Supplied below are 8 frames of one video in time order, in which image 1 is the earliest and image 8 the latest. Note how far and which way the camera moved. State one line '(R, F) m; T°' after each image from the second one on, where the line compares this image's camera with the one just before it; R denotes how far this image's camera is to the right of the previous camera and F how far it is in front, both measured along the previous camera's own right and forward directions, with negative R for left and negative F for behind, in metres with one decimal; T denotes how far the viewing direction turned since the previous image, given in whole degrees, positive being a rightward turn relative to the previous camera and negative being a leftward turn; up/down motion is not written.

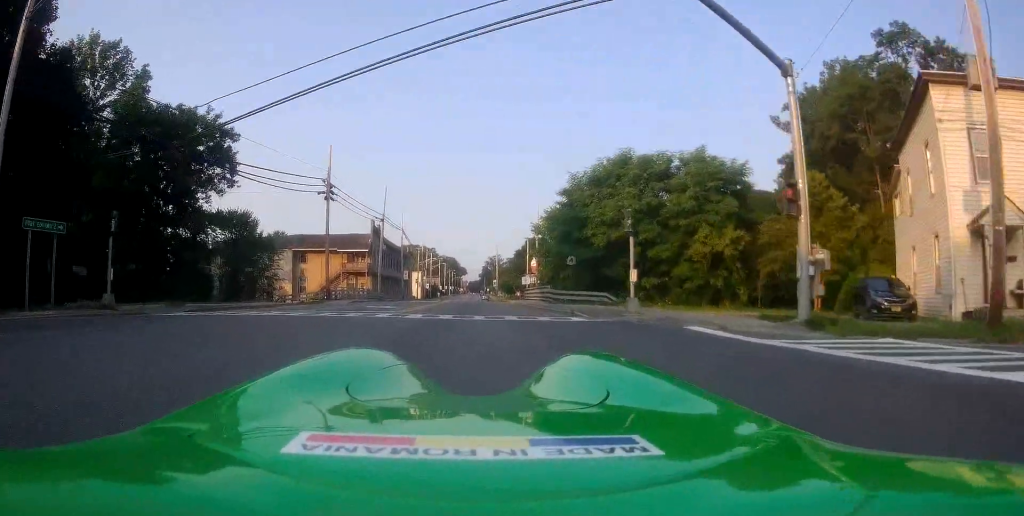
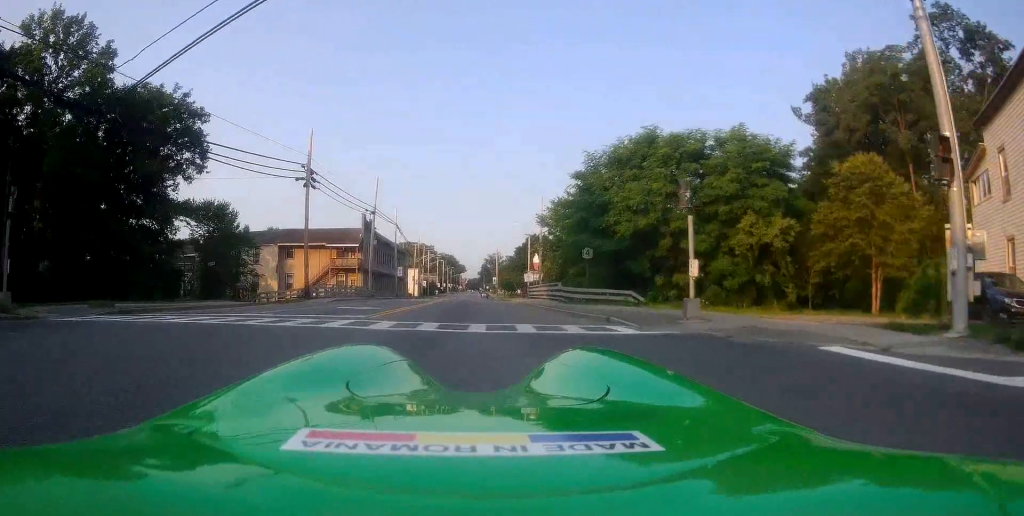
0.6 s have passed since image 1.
(0.0, +5.8) m; -1°
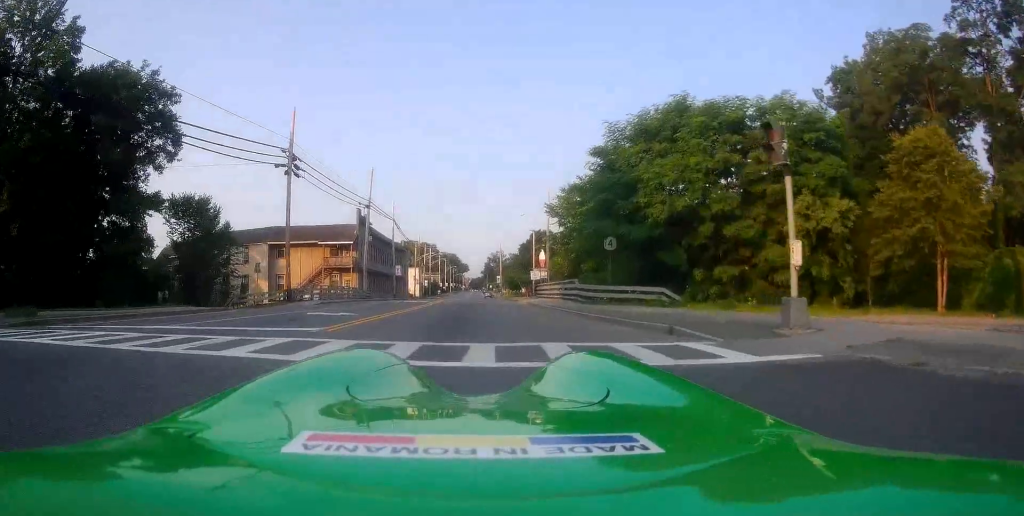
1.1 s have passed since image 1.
(-0.1, +4.7) m; 0°
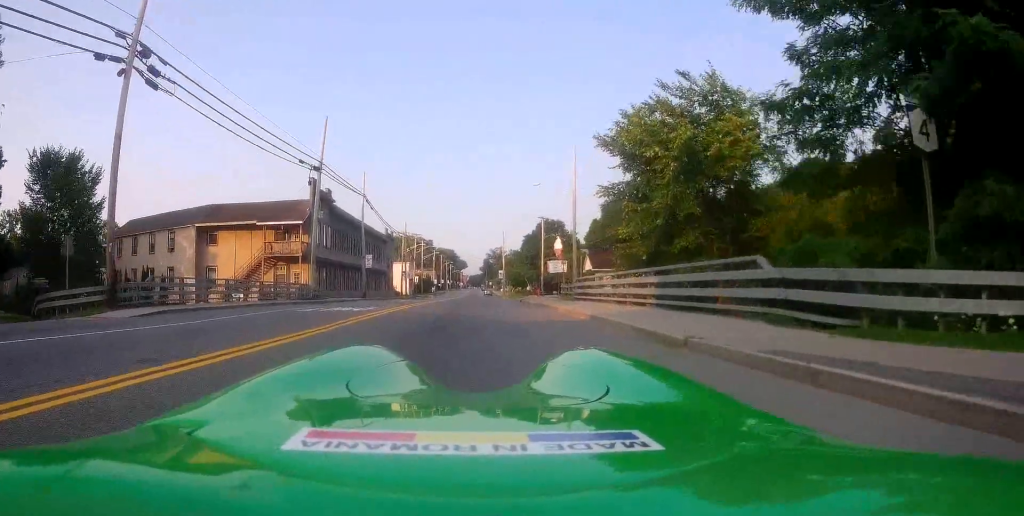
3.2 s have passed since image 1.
(+0.8, +18.8) m; +5°
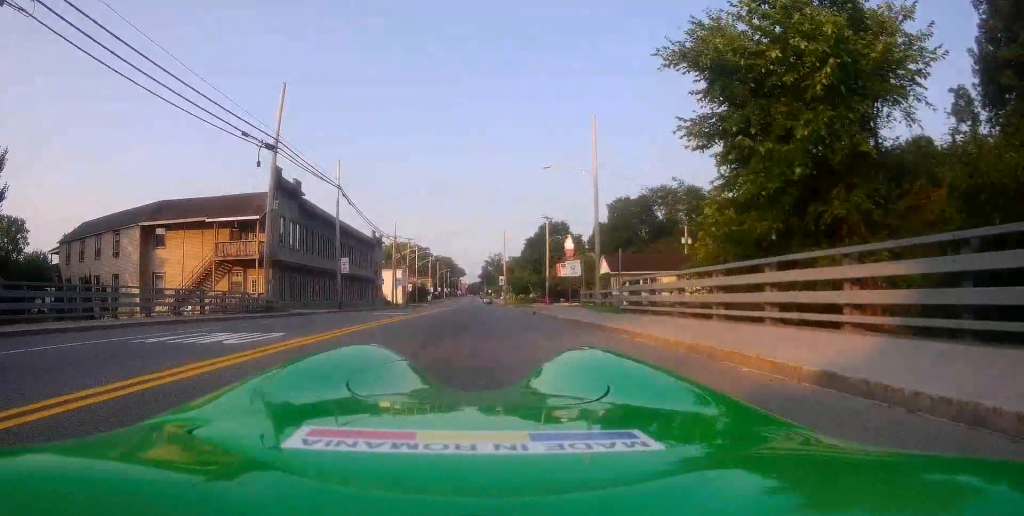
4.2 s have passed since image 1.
(+0.1, +9.4) m; -3°
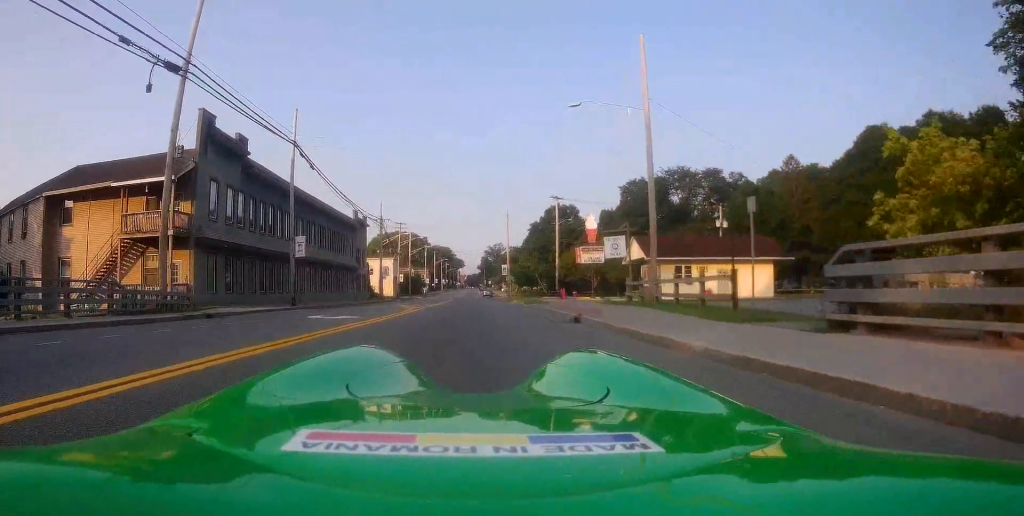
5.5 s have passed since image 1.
(-1.0, +11.7) m; -1°
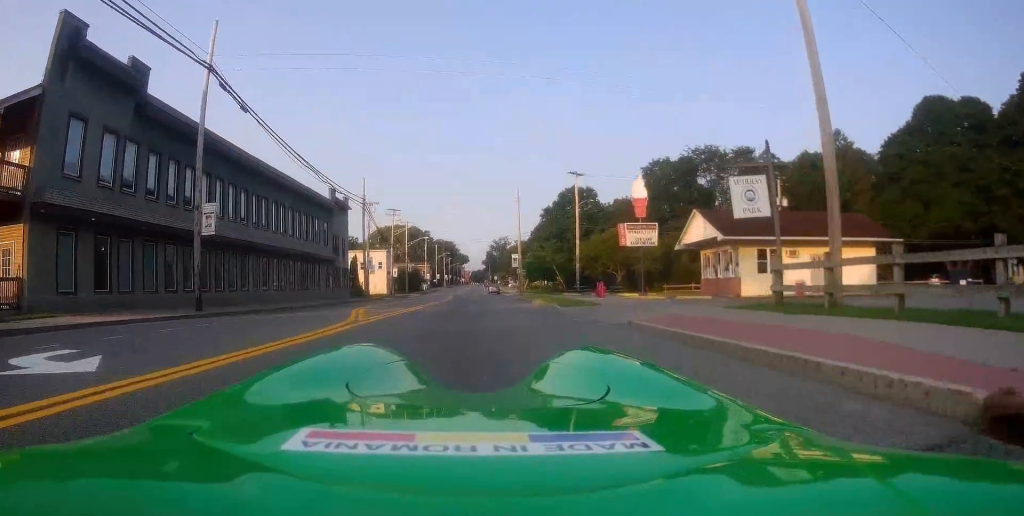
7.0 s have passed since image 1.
(+1.4, +13.4) m; +4°
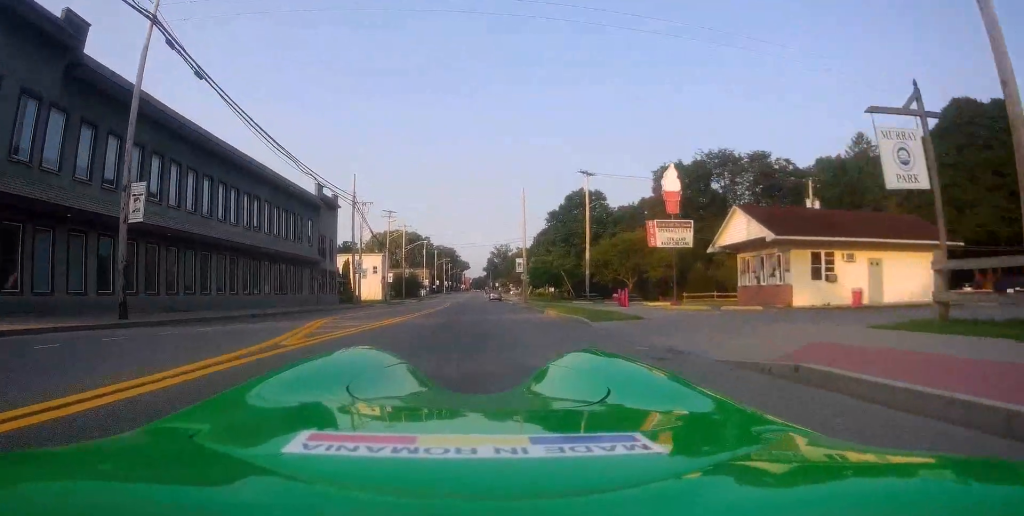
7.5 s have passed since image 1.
(+0.1, +5.4) m; -2°
